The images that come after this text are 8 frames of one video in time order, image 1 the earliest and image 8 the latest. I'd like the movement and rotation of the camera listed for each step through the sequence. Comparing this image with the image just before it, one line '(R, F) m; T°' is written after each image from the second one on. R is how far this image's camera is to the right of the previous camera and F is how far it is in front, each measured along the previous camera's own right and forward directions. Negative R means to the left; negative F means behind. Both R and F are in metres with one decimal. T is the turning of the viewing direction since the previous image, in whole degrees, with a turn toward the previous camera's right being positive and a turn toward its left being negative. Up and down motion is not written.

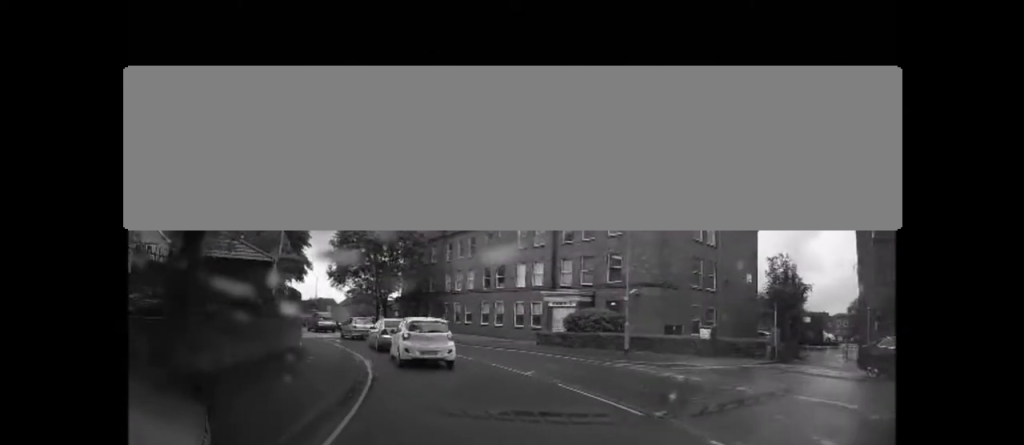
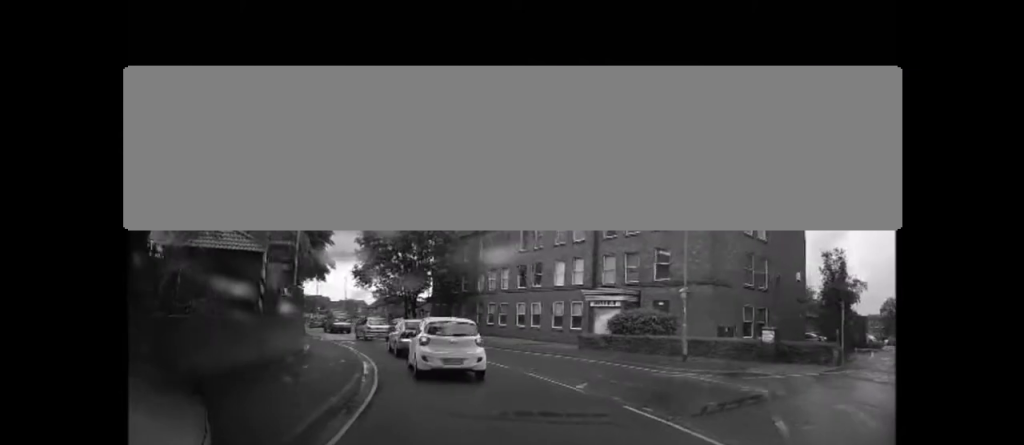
(-0.1, +2.6) m; -6°
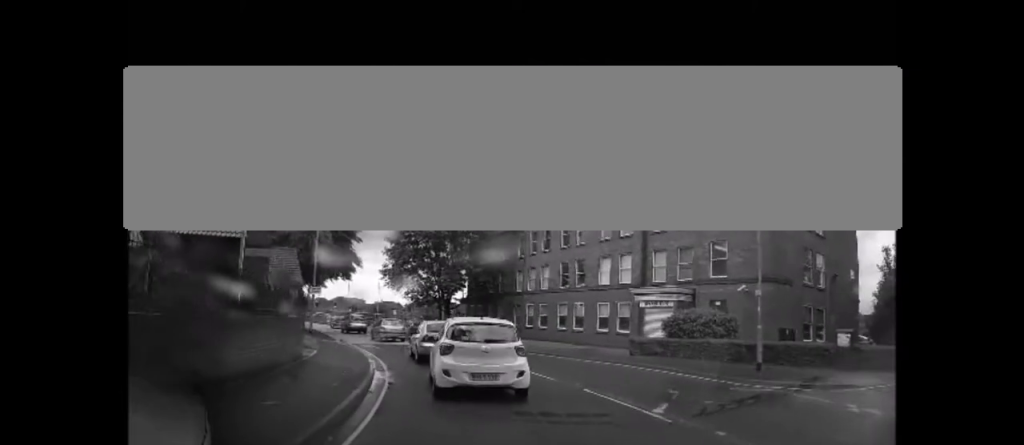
(-0.4, +2.8) m; -9°
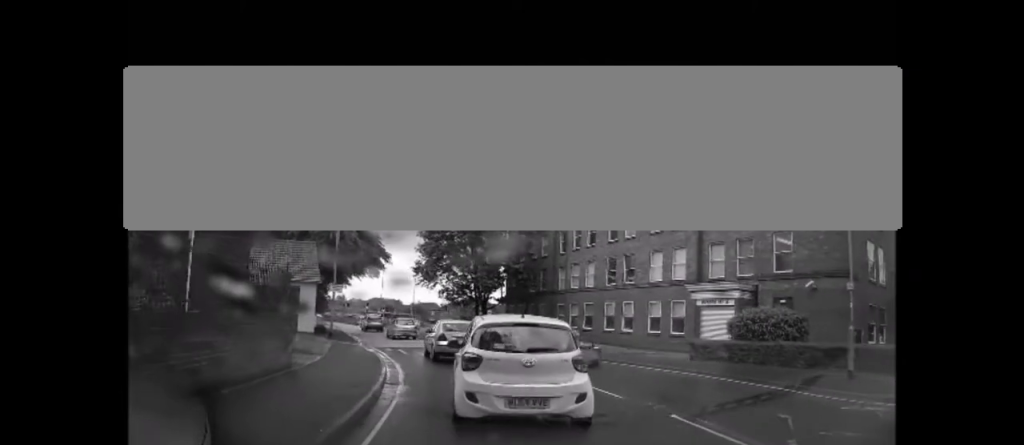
(-0.2, +3.5) m; -3°
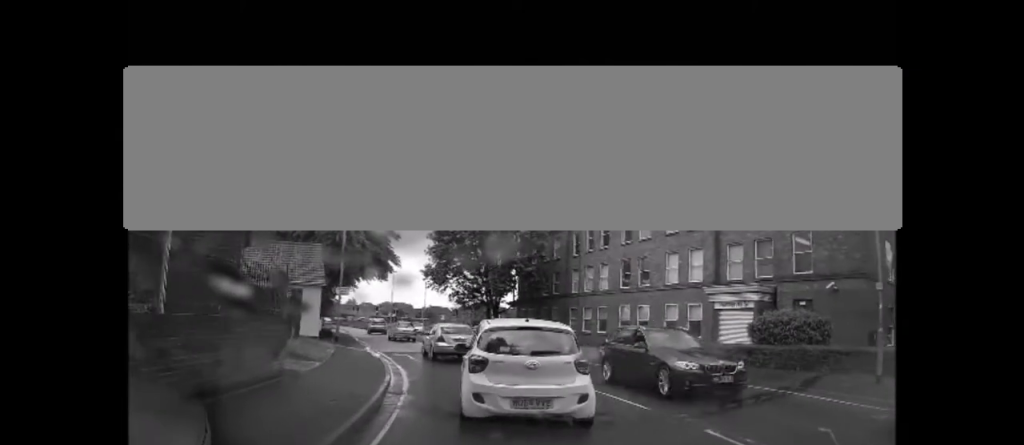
(0.0, +1.5) m; 0°
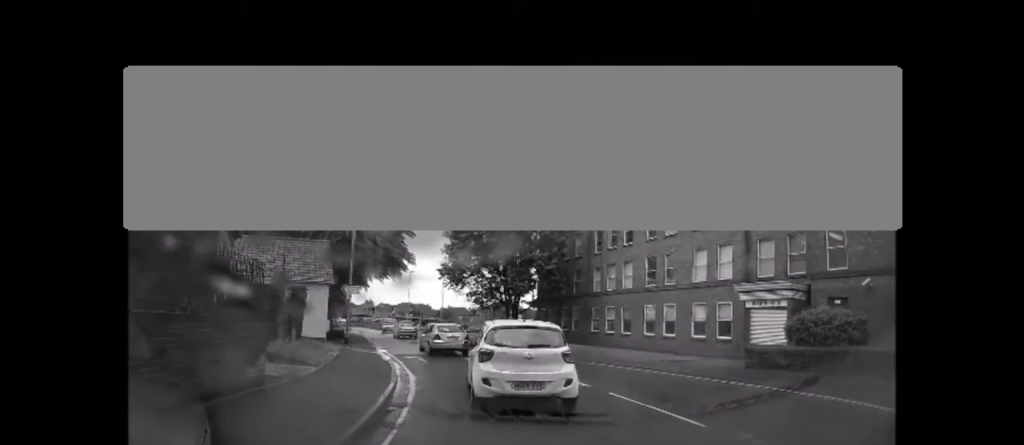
(0.0, +2.1) m; 0°
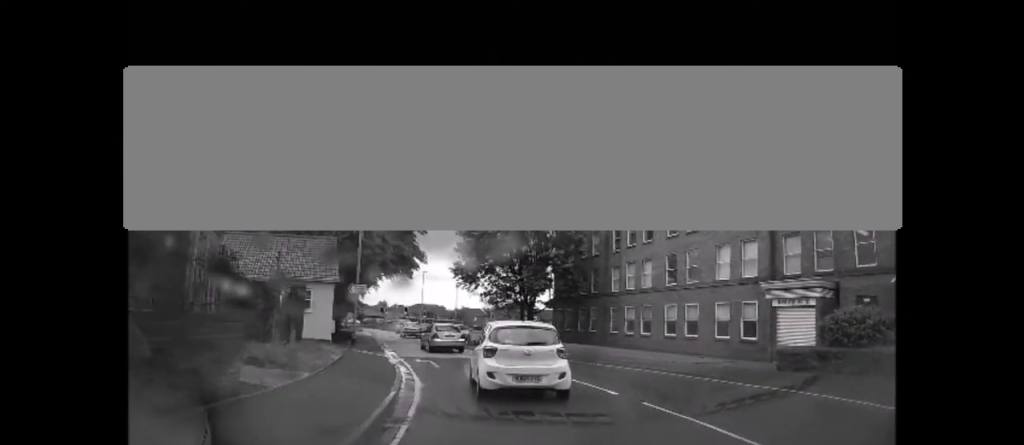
(0.0, +1.4) m; 0°
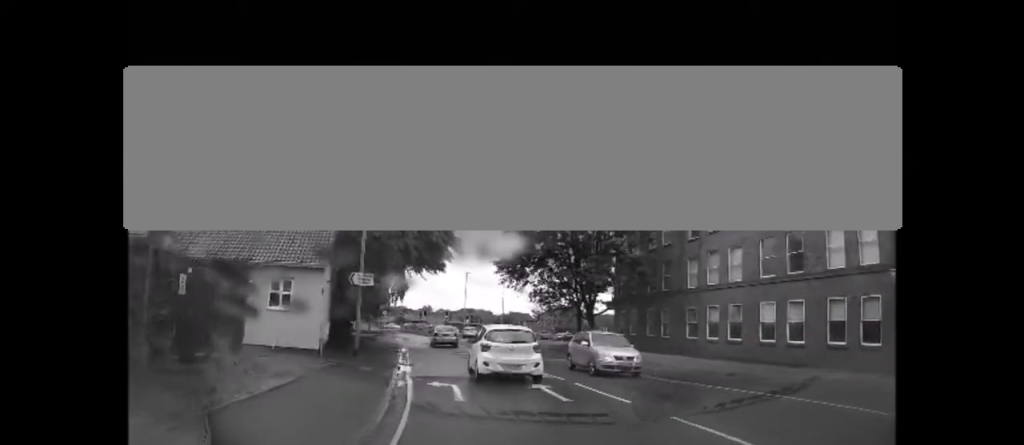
(0.0, +5.7) m; -2°
